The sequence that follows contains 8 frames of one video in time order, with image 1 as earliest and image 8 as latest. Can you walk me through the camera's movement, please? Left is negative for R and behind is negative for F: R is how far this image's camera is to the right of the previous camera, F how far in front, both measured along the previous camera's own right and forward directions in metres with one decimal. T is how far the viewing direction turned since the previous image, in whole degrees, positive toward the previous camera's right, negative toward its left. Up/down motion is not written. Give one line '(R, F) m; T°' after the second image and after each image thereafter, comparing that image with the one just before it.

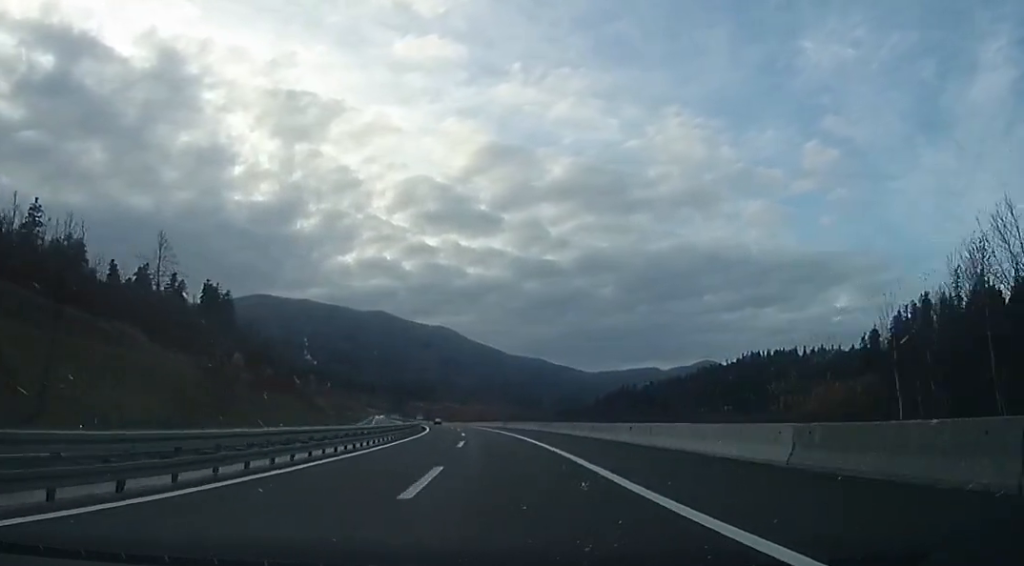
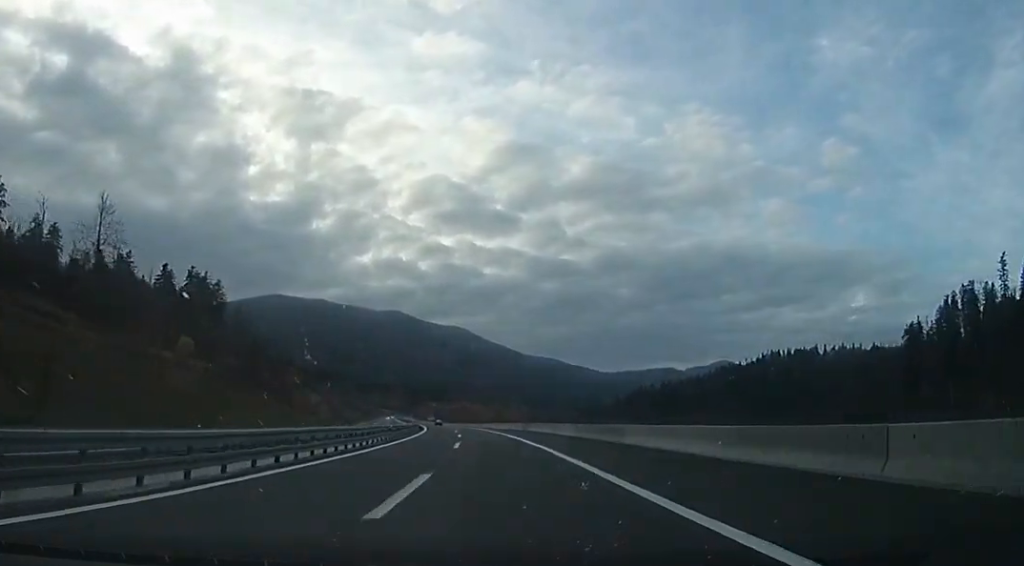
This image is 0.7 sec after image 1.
(0.0, +21.1) m; 0°
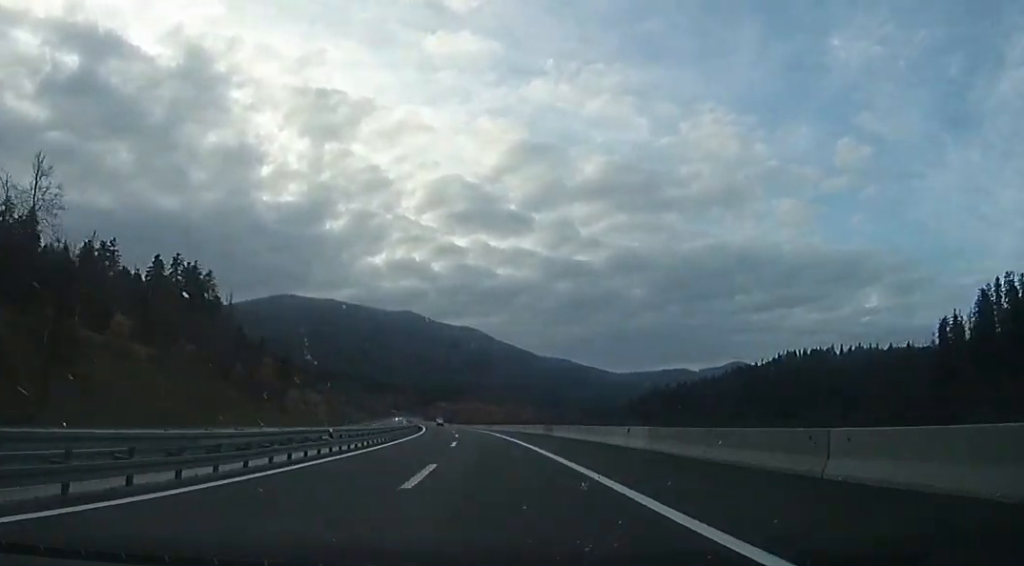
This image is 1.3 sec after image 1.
(-0.1, +16.4) m; 0°
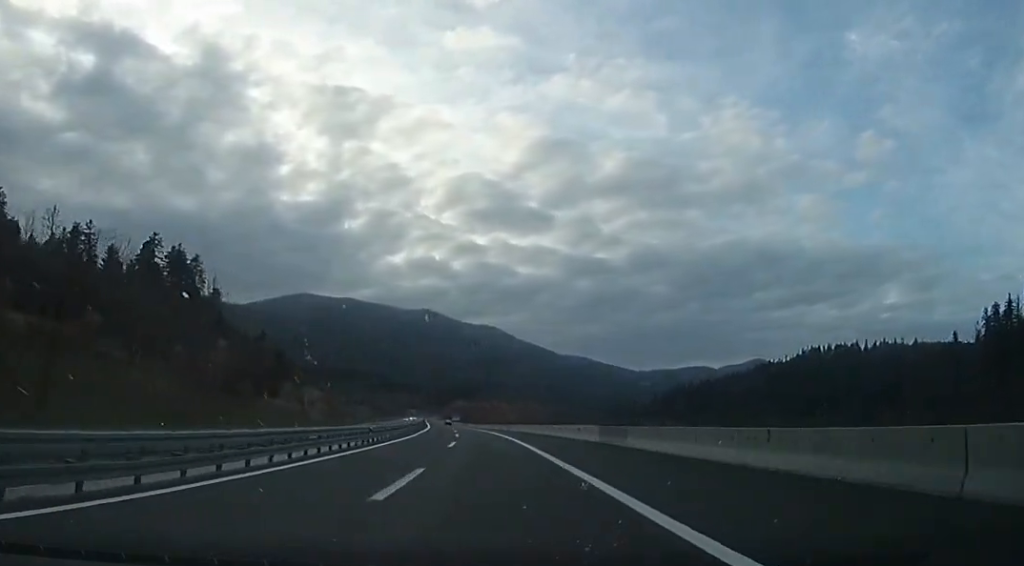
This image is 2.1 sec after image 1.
(0.0, +21.6) m; -2°
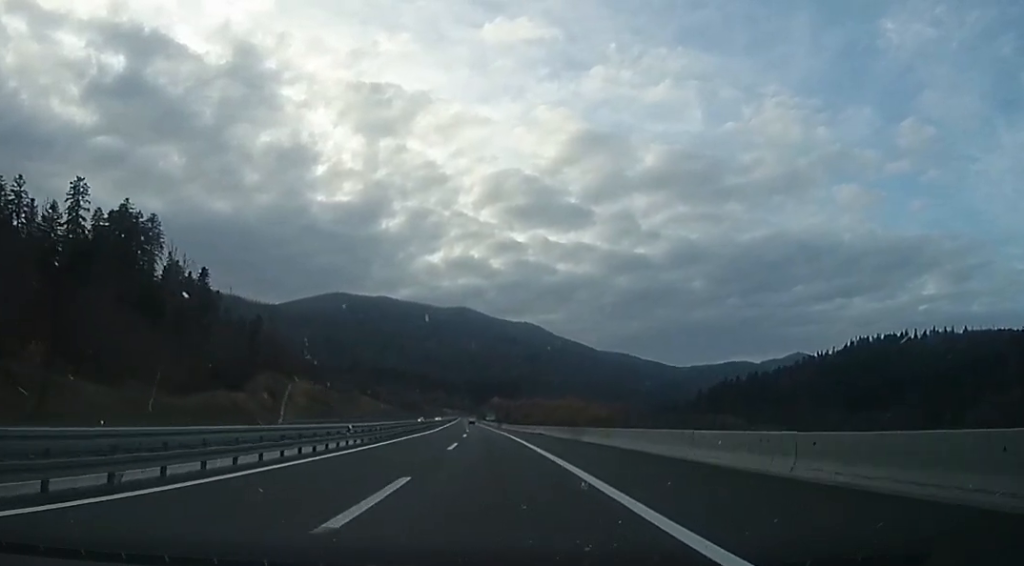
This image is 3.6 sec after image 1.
(-2.4, +42.7) m; -6°
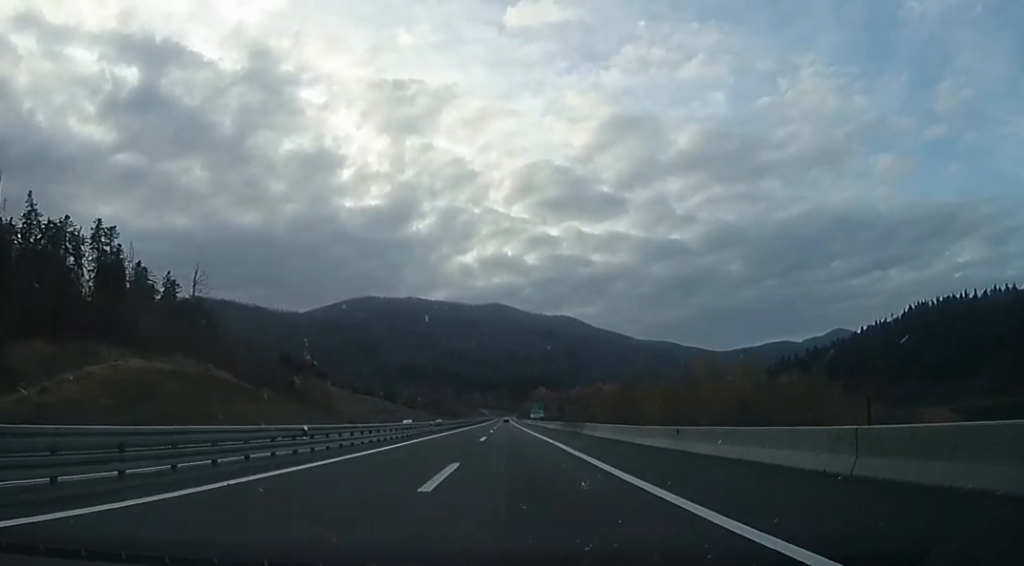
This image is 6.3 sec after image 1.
(-1.7, +78.5) m; -1°
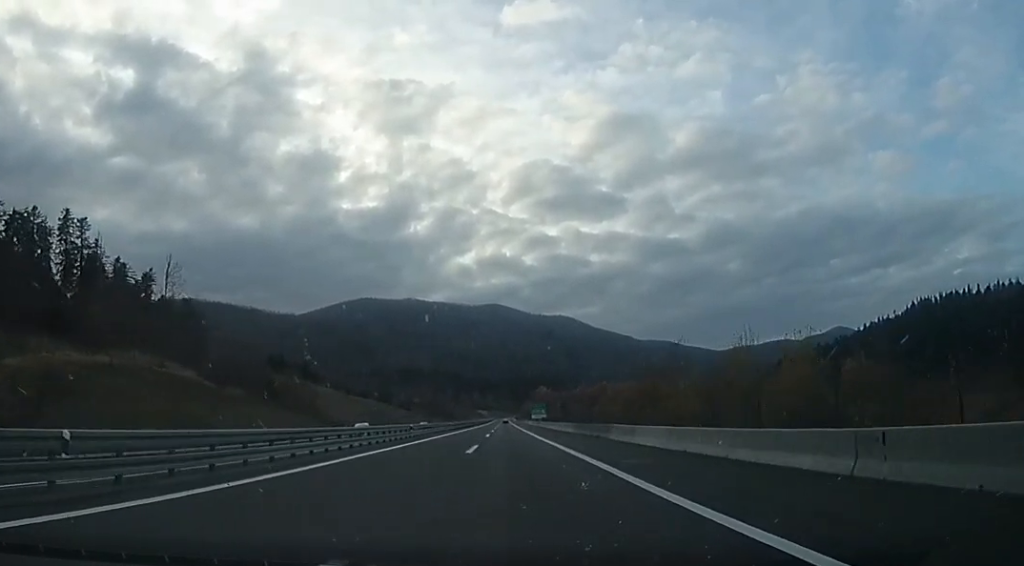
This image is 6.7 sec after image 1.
(-0.1, +11.9) m; 0°
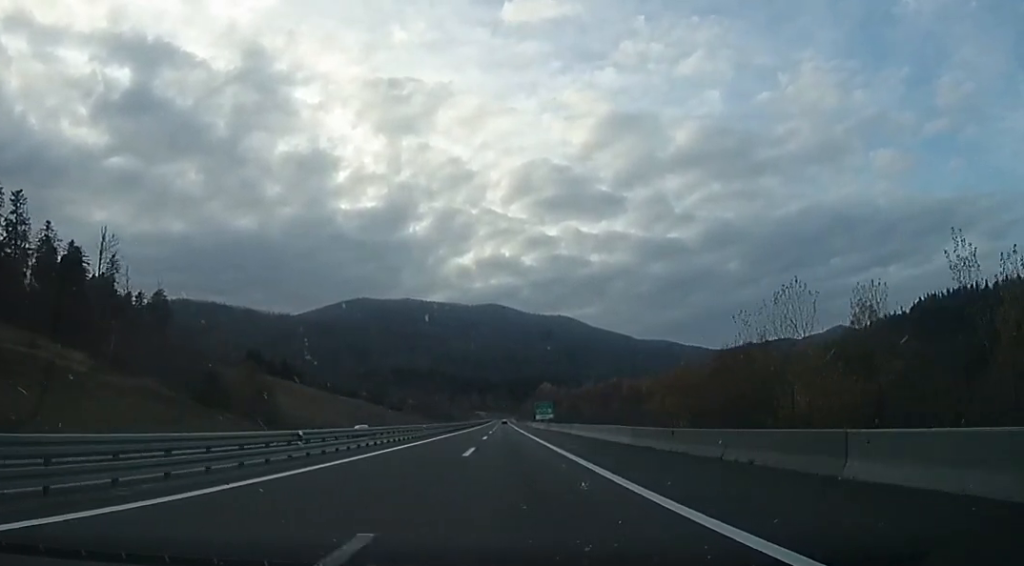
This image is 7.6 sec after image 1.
(+1.2, +23.9) m; 0°
